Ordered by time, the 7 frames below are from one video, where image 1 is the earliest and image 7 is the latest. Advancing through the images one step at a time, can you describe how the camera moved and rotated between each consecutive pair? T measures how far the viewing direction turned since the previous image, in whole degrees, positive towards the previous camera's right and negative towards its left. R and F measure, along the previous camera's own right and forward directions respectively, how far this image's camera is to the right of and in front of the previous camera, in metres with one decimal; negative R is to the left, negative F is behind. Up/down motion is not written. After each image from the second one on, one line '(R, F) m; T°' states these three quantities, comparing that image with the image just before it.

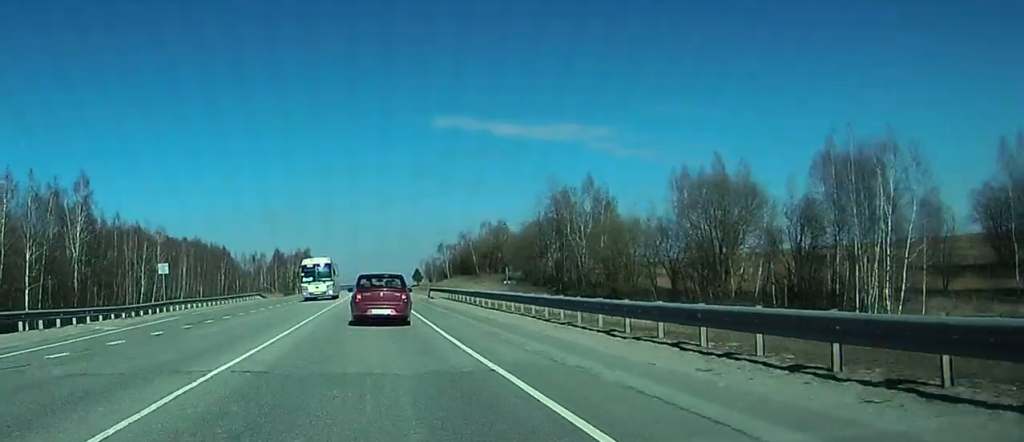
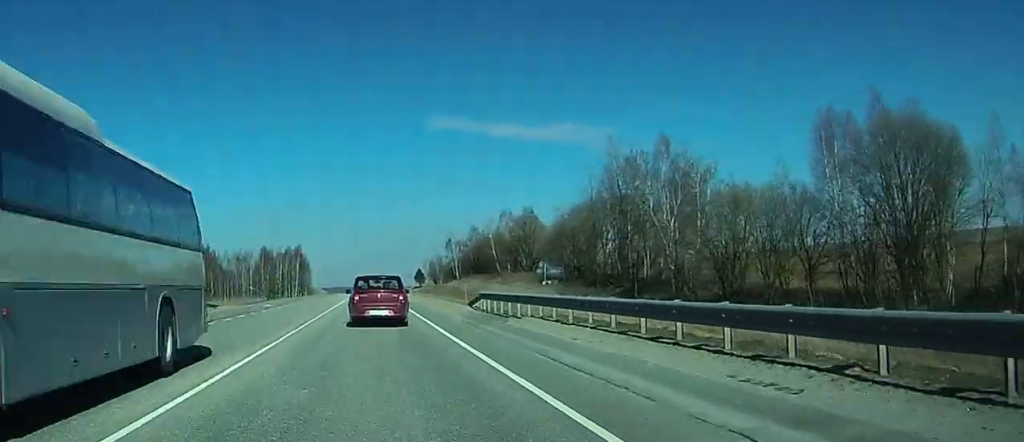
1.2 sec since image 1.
(+0.2, +33.0) m; 0°
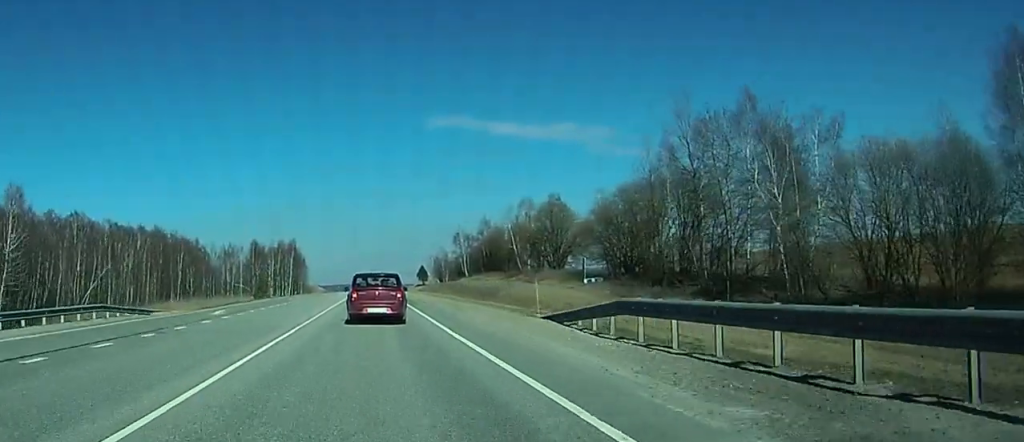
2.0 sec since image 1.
(-0.1, +21.4) m; -1°
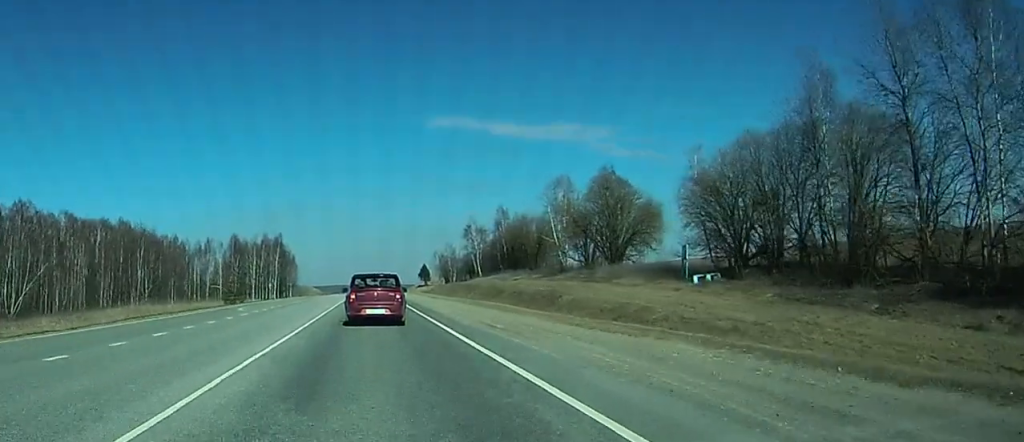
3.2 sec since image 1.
(-0.3, +31.2) m; -1°
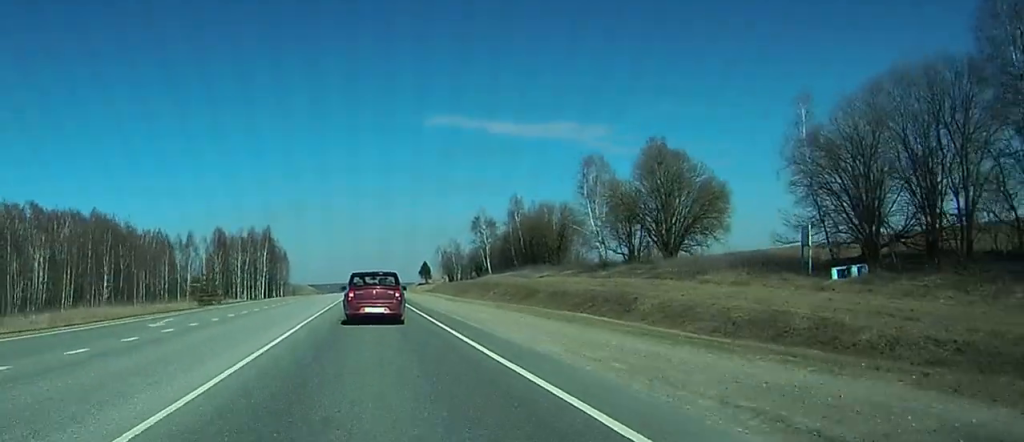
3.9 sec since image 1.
(-0.2, +18.8) m; 0°
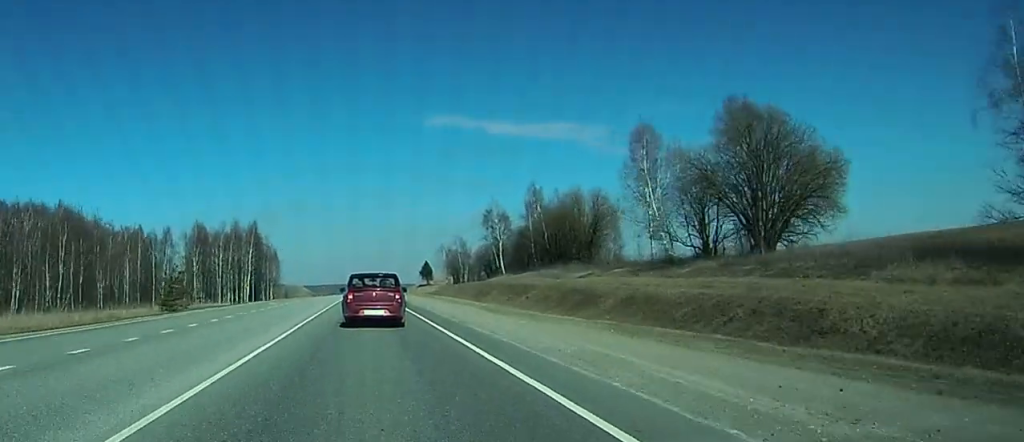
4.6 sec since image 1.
(0.0, +19.7) m; 0°
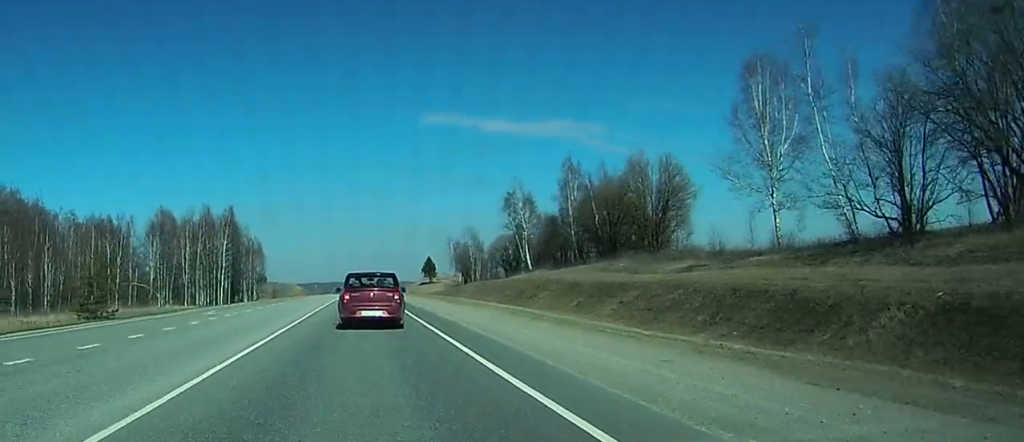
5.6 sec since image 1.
(+0.1, +26.9) m; 0°
